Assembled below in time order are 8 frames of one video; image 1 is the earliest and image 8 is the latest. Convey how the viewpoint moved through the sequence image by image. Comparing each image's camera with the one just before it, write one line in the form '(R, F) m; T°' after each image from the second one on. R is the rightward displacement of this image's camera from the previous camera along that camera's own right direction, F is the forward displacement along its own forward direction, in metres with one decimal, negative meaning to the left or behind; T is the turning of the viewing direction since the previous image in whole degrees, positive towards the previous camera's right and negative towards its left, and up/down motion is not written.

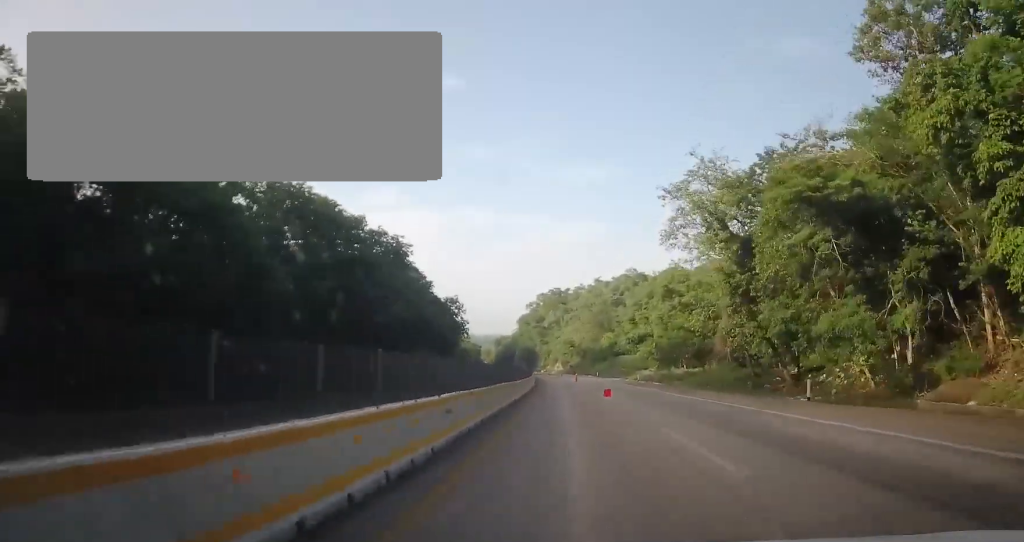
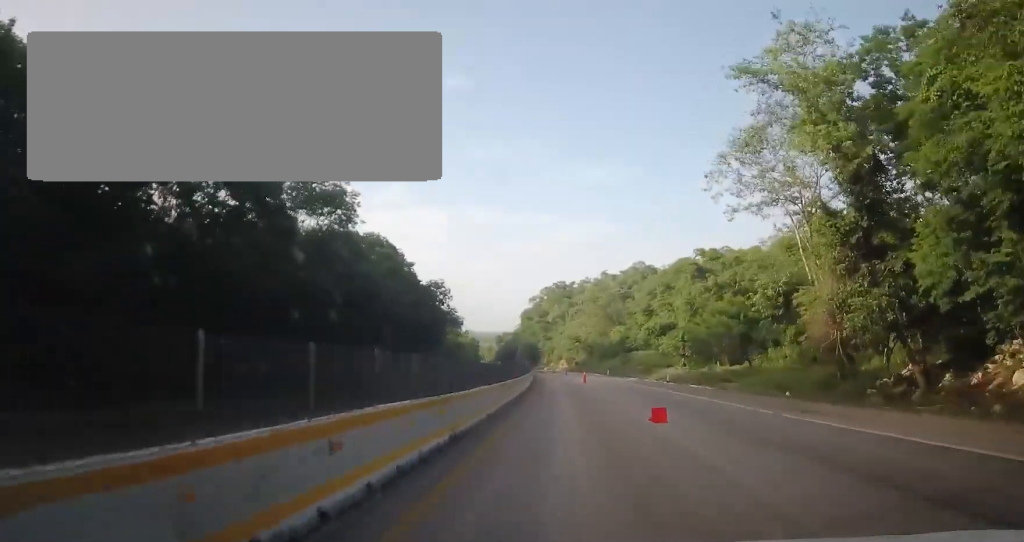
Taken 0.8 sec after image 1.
(-0.1, +15.7) m; -1°
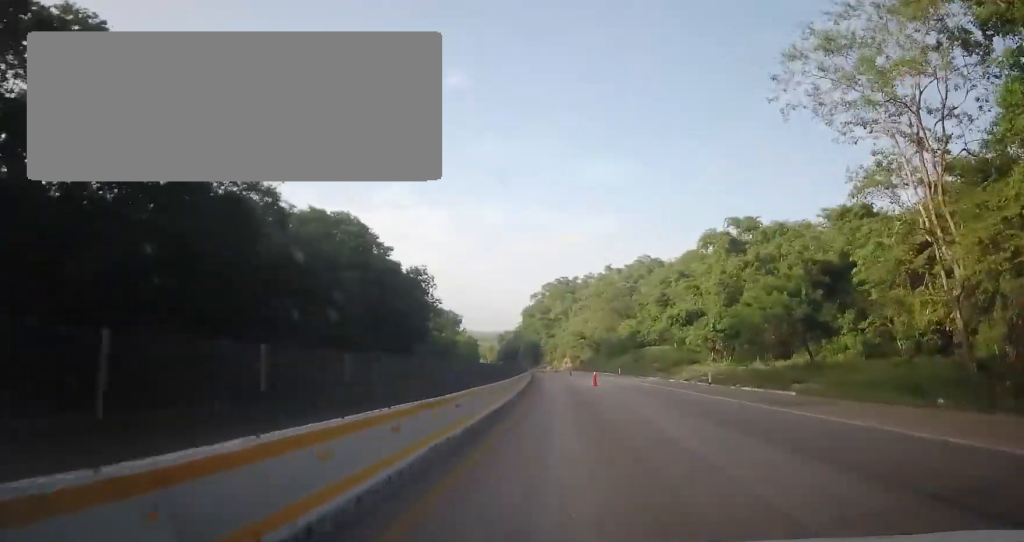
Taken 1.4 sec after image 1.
(-0.2, +12.7) m; -1°
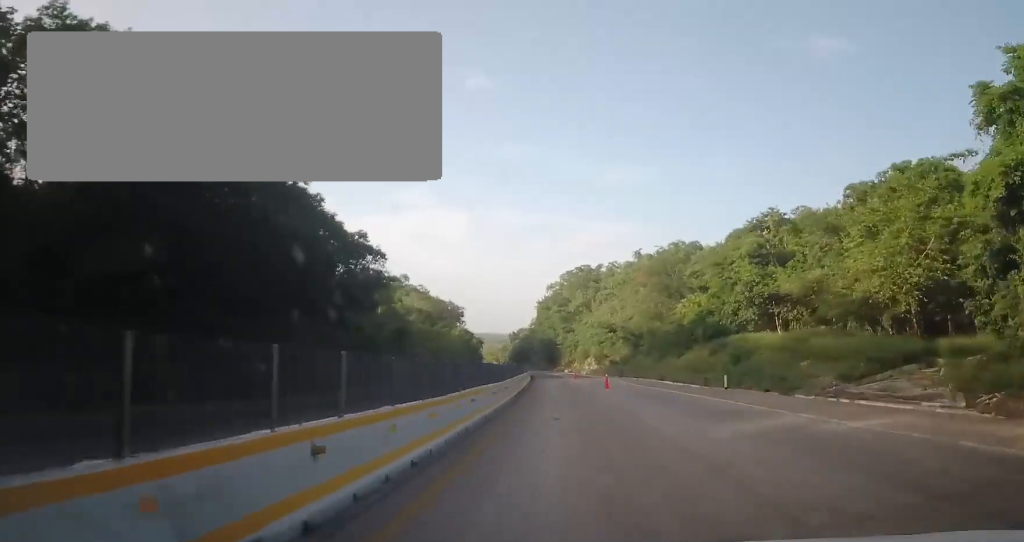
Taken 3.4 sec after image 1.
(0.0, +42.7) m; -2°
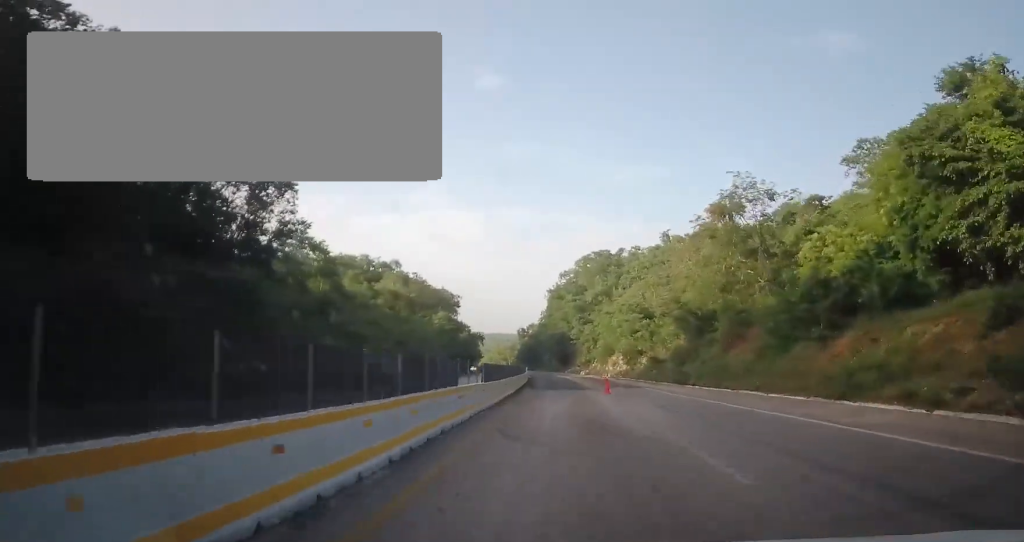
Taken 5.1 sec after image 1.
(-0.9, +35.7) m; -2°
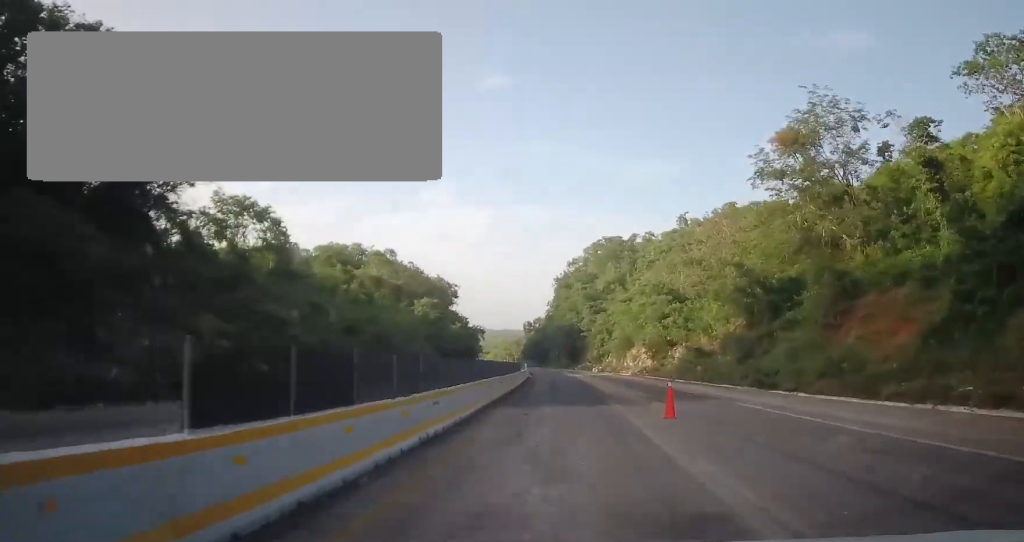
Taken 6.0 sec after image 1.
(-0.3, +17.9) m; -1°
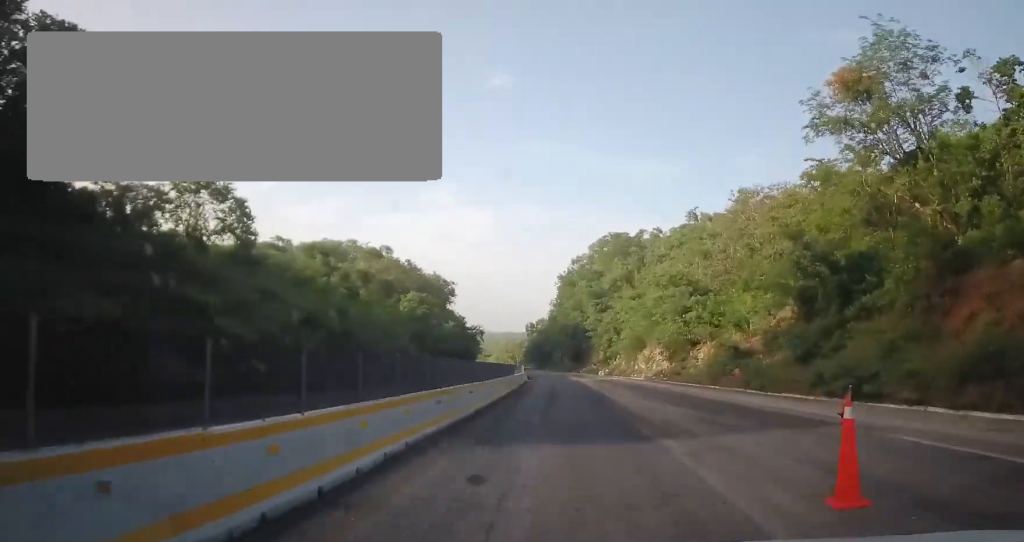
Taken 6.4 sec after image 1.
(-0.2, +9.5) m; -1°
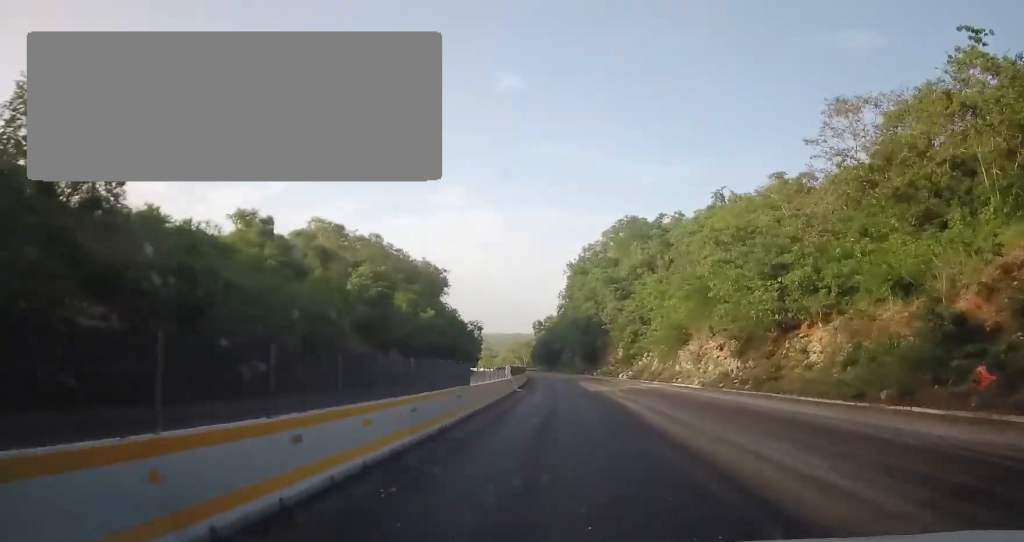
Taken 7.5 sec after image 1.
(0.0, +22.3) m; 0°
